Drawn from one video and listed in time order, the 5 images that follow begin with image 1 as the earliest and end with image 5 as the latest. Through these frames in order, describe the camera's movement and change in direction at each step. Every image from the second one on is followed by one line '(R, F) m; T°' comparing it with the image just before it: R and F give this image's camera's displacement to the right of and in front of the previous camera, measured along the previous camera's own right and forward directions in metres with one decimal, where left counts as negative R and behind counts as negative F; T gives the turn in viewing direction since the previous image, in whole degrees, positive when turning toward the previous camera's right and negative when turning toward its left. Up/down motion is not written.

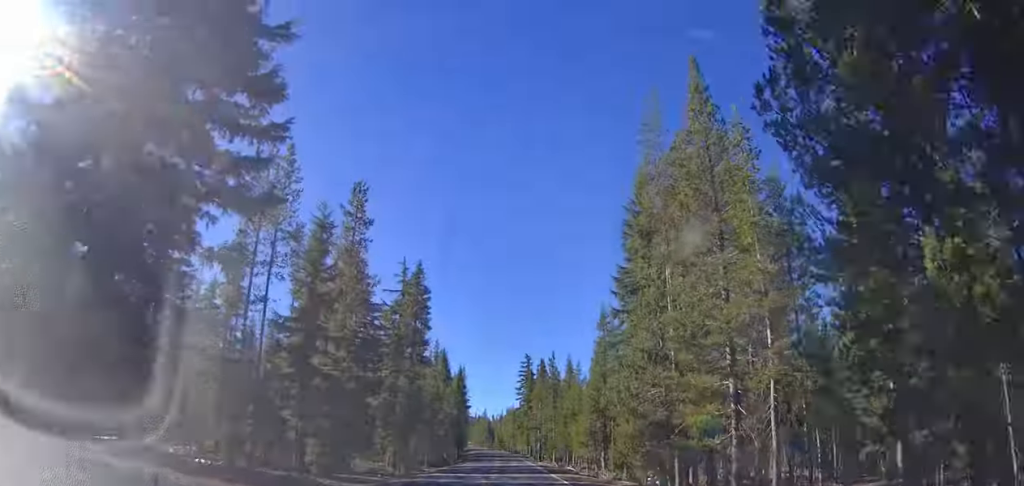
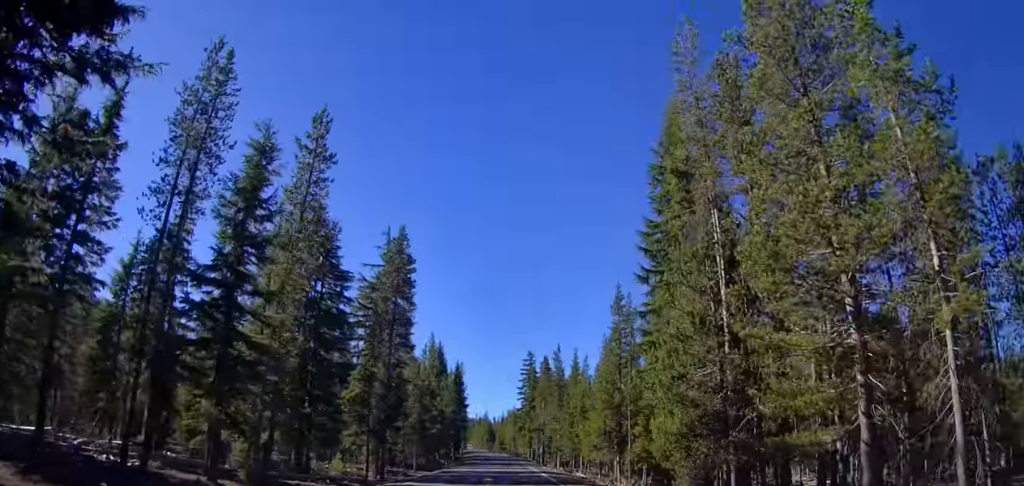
(-0.1, +8.5) m; 0°
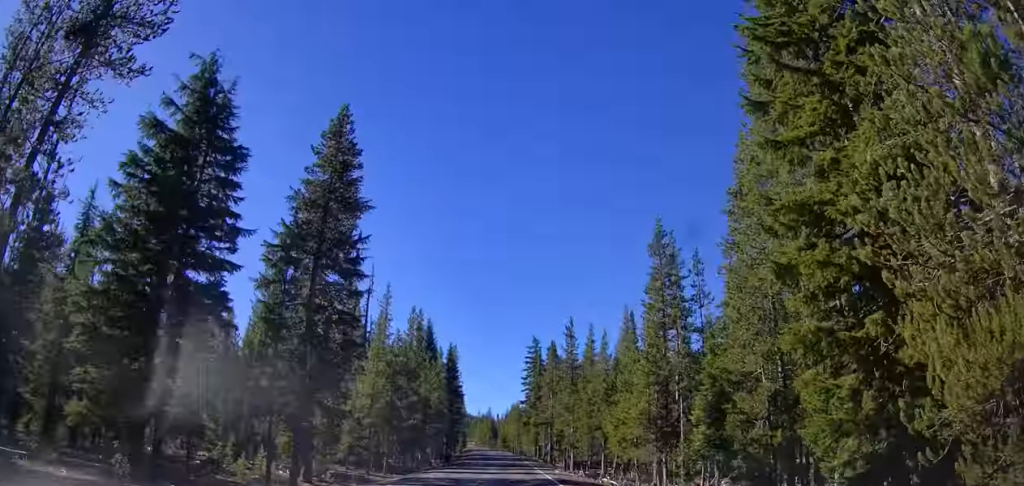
(-0.1, +15.8) m; -1°
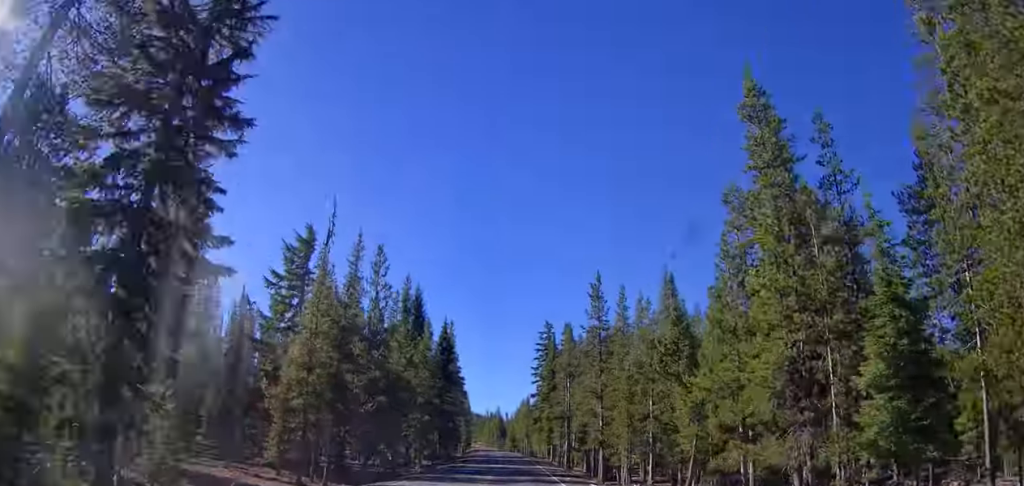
(0.0, +17.2) m; -1°
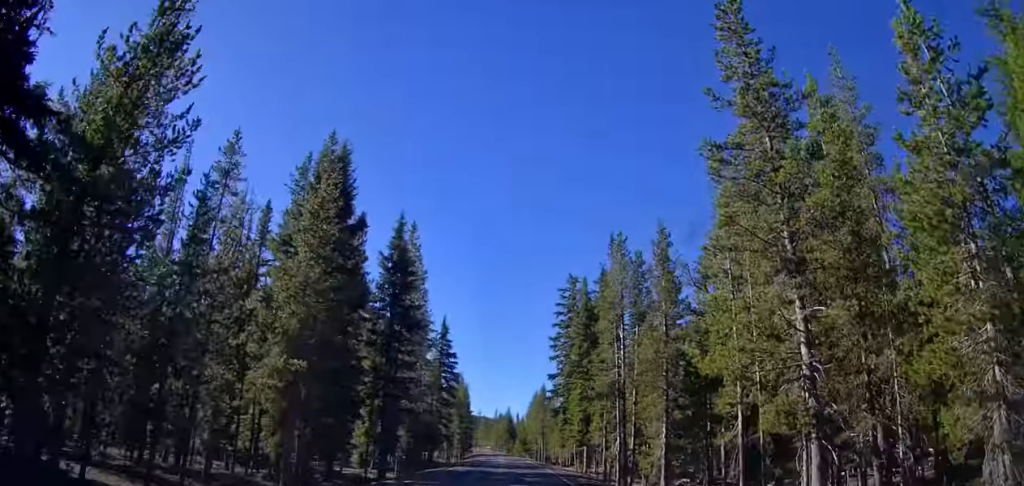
(-0.6, +34.1) m; -1°
